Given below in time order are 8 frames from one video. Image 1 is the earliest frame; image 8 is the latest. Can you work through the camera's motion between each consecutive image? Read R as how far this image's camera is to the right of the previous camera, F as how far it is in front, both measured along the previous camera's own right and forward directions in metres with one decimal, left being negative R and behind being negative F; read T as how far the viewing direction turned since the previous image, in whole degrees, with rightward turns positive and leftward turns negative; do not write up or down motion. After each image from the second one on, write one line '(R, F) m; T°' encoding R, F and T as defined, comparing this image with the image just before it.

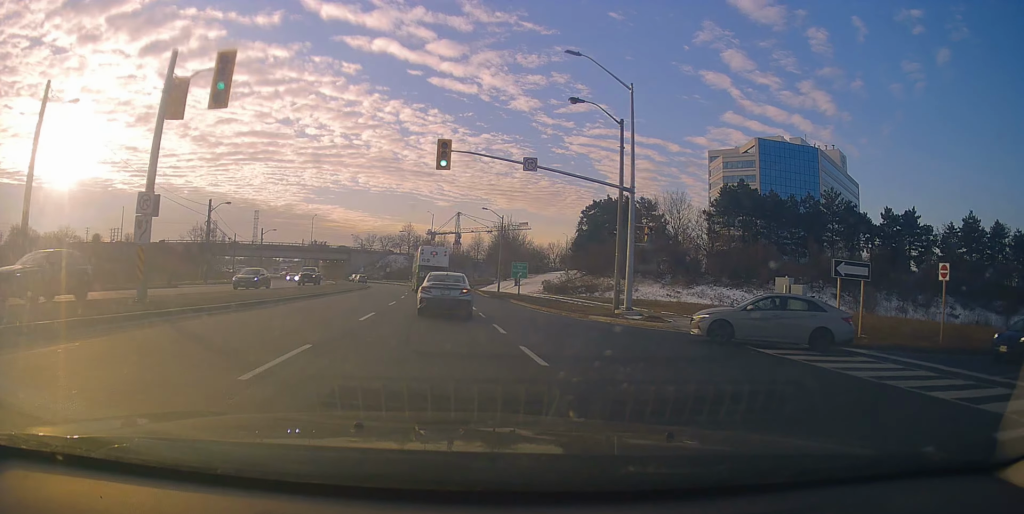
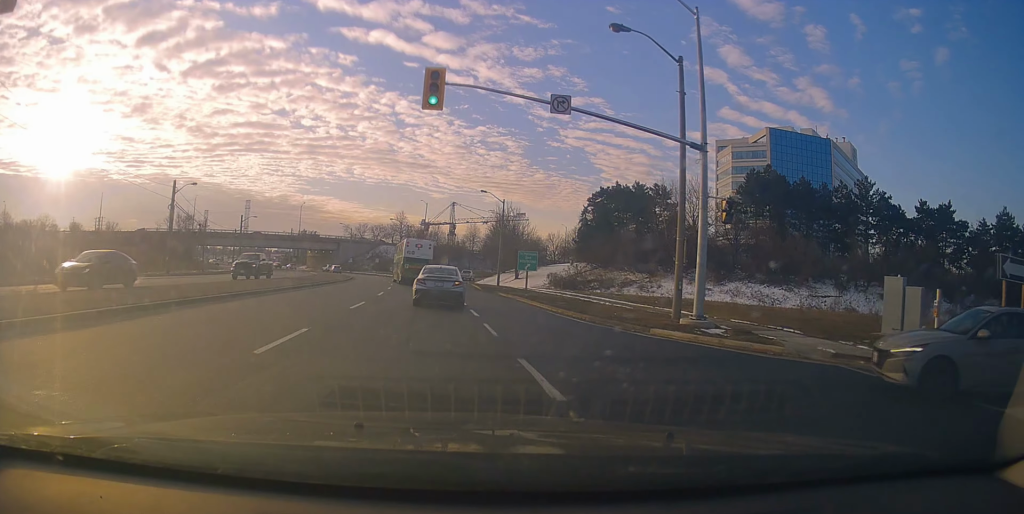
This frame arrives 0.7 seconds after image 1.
(-0.1, +8.0) m; +1°
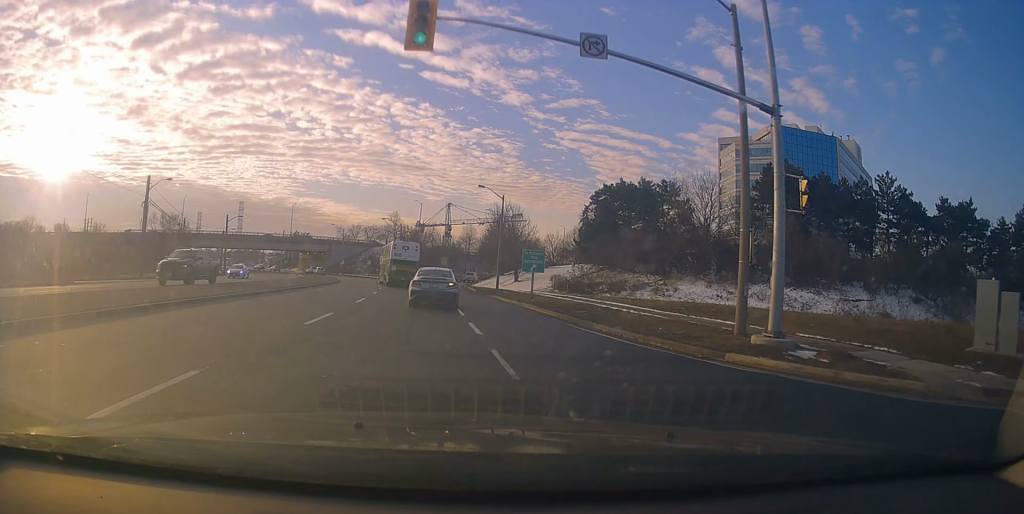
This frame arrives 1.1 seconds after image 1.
(-0.1, +4.6) m; 0°
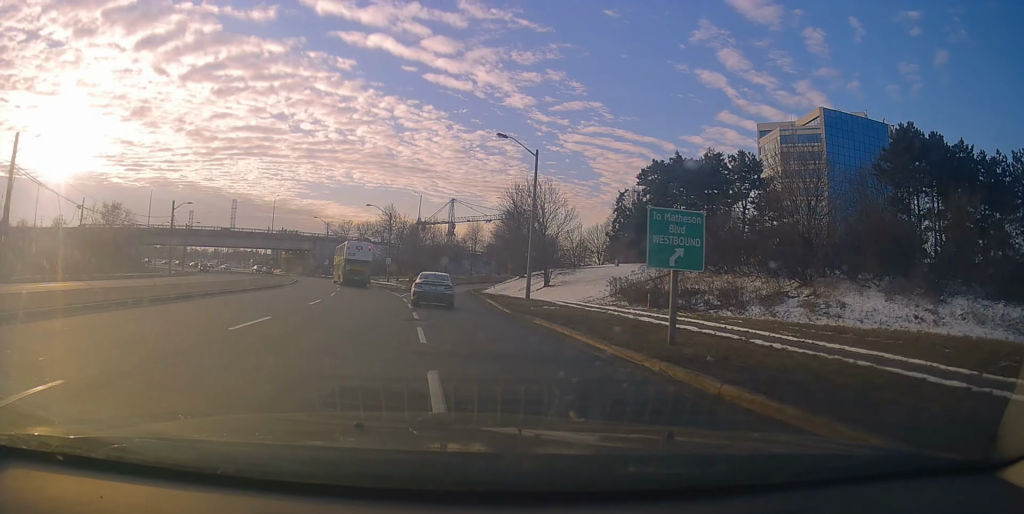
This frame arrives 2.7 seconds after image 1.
(+0.4, +20.2) m; +1°
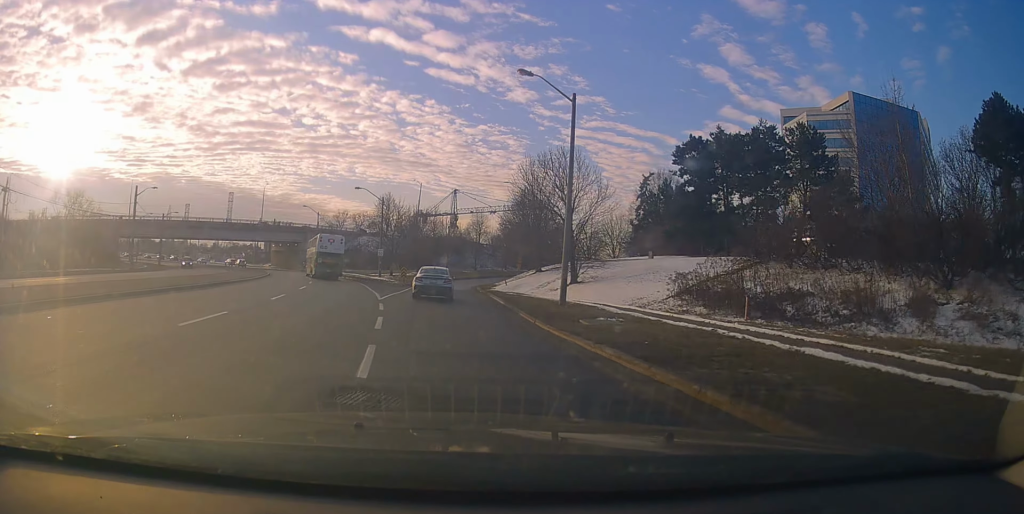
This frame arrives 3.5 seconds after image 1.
(+0.1, +10.0) m; 0°
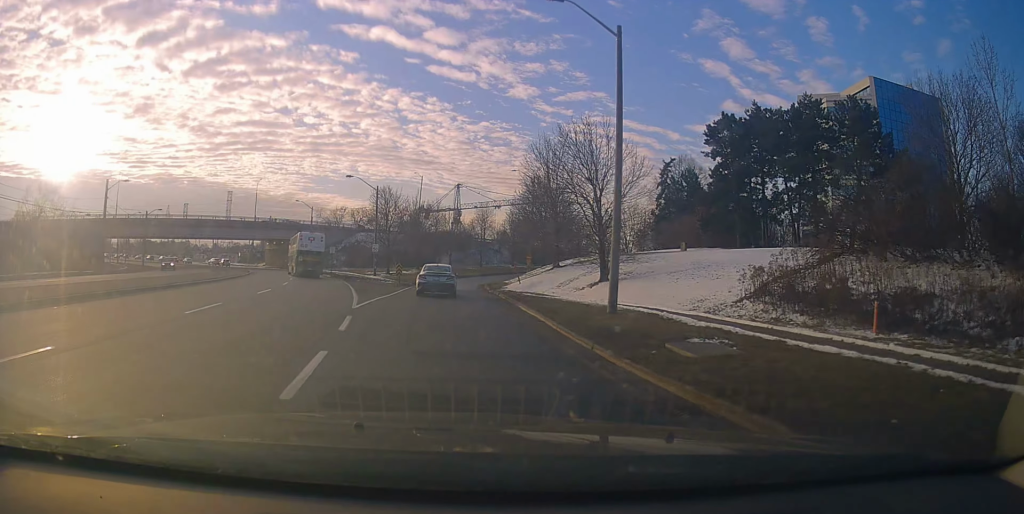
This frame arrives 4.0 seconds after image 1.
(+0.2, +6.7) m; 0°
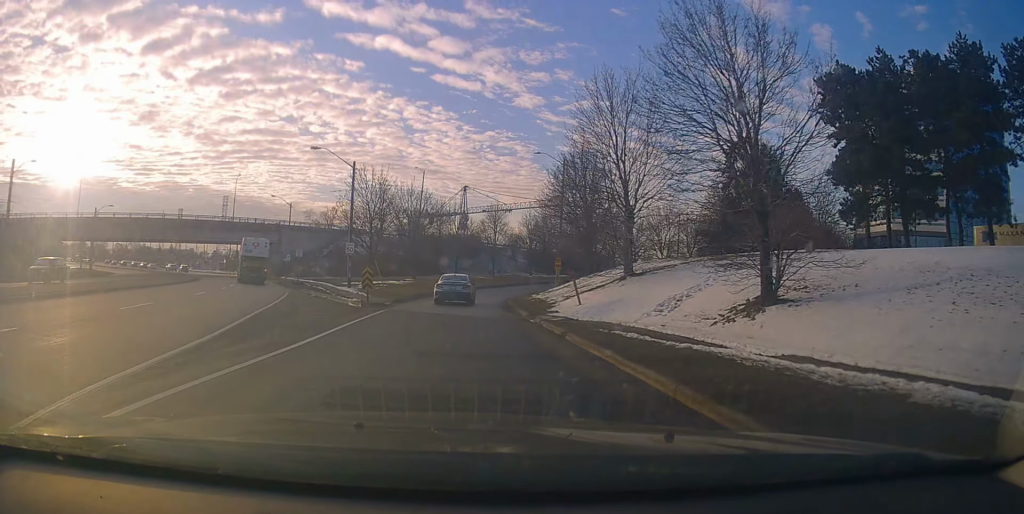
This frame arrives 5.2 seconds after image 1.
(-0.5, +16.3) m; -2°
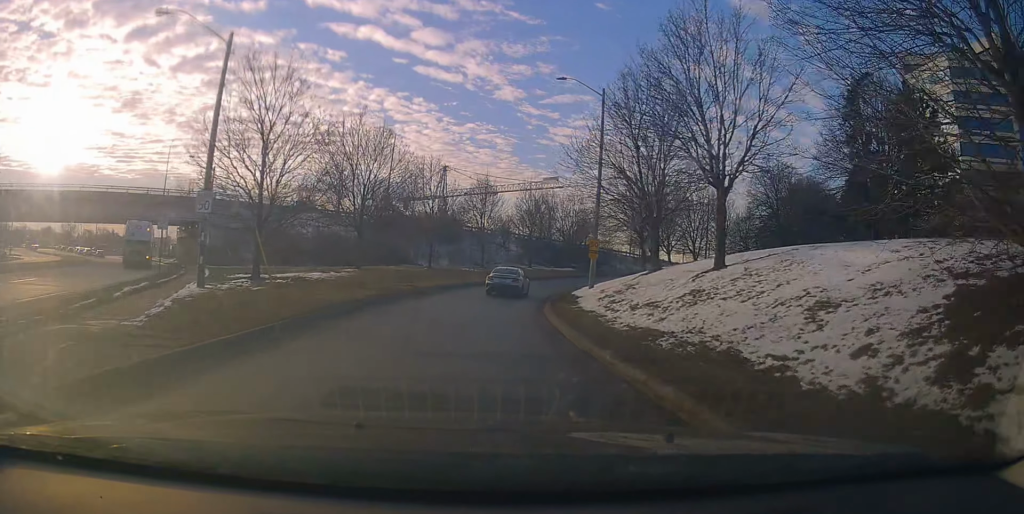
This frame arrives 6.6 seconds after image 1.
(+0.2, +21.3) m; +3°
